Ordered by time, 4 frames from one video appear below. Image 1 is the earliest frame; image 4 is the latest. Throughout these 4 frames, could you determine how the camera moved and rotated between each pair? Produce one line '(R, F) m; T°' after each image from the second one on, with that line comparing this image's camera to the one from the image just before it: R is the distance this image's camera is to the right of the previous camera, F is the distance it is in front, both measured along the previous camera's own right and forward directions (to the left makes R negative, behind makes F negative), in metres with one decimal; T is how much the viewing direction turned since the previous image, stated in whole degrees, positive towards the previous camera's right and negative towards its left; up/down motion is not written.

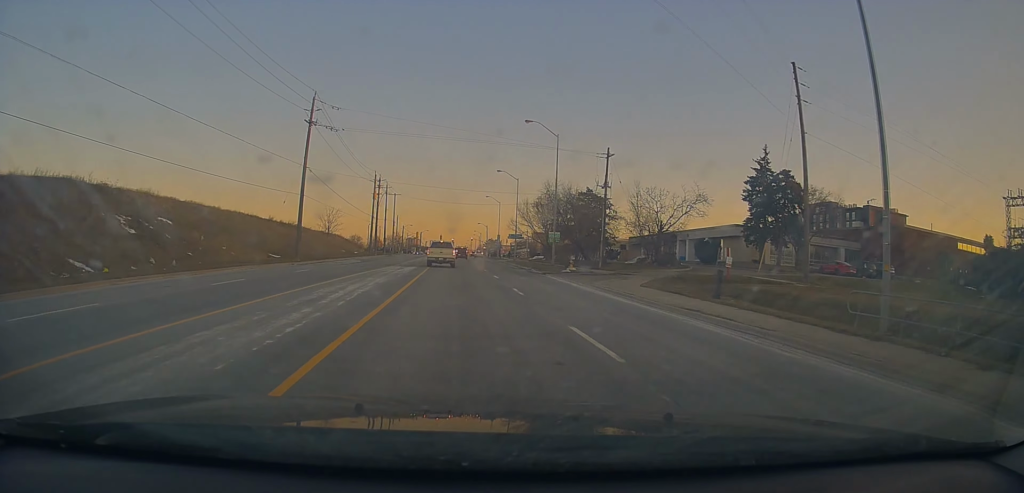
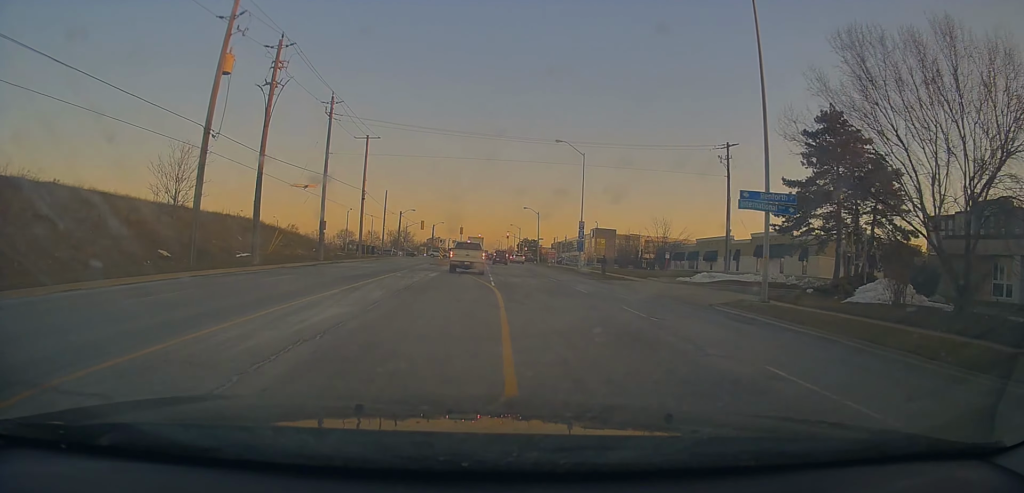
(-0.1, +68.3) m; -2°
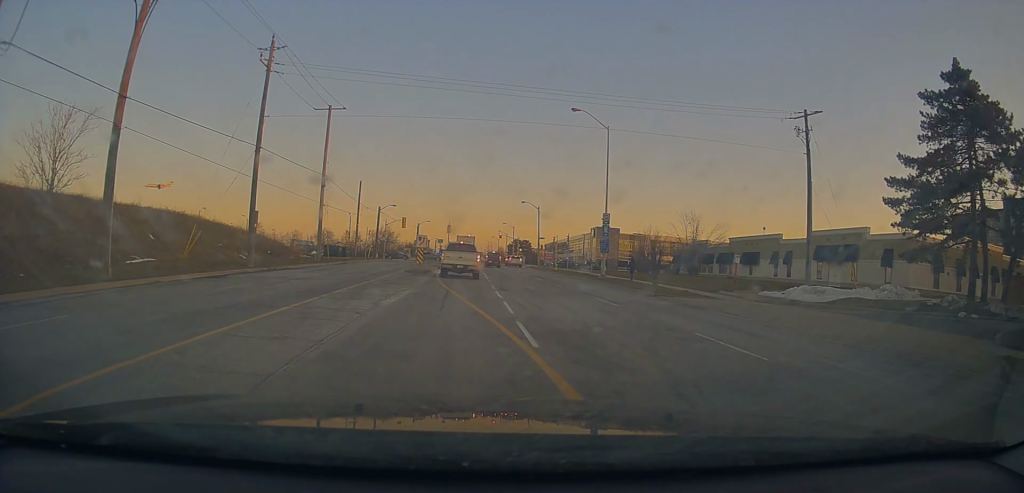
(-1.0, +15.1) m; -2°
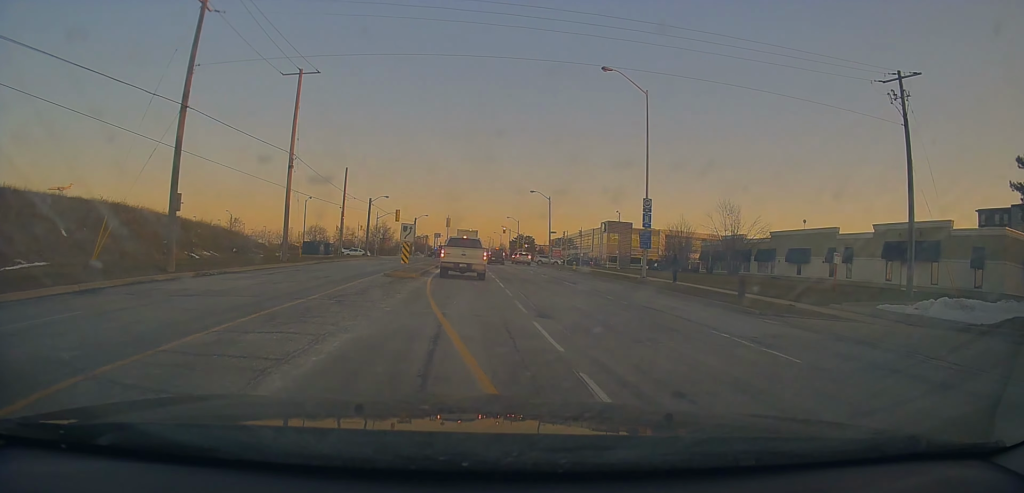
(+0.1, +10.2) m; +1°
